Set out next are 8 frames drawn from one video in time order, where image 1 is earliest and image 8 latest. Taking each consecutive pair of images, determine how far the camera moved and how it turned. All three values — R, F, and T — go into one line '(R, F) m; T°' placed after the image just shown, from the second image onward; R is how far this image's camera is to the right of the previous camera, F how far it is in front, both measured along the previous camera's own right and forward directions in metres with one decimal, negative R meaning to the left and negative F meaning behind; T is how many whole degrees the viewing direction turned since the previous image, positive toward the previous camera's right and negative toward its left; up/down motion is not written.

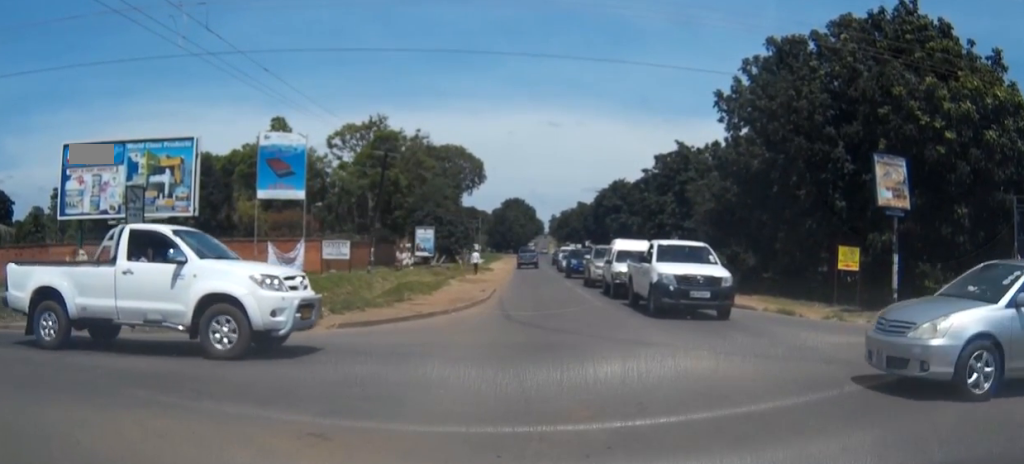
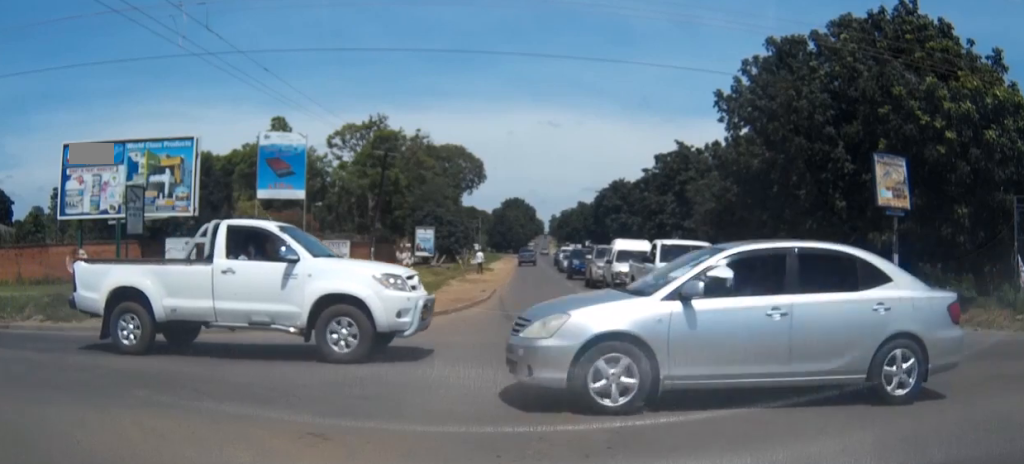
(0.0, 0.0) m; 0°
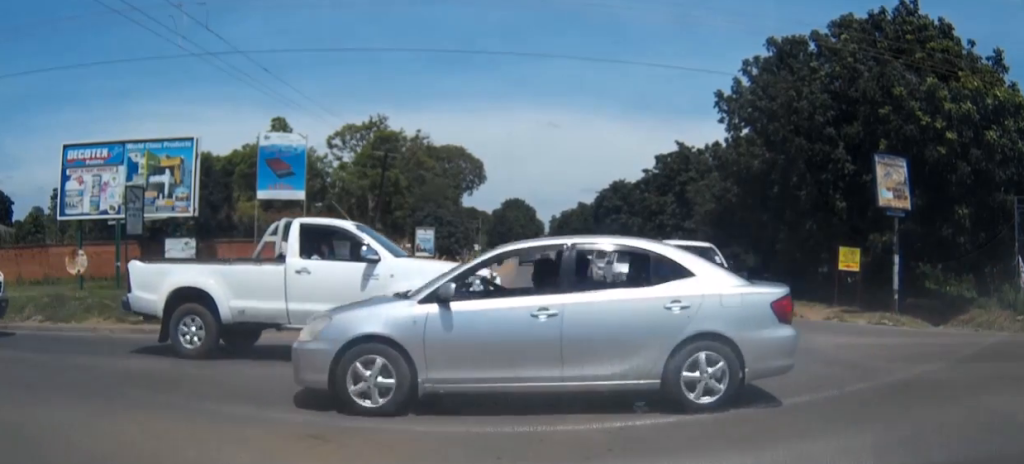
(0.0, 0.0) m; 0°
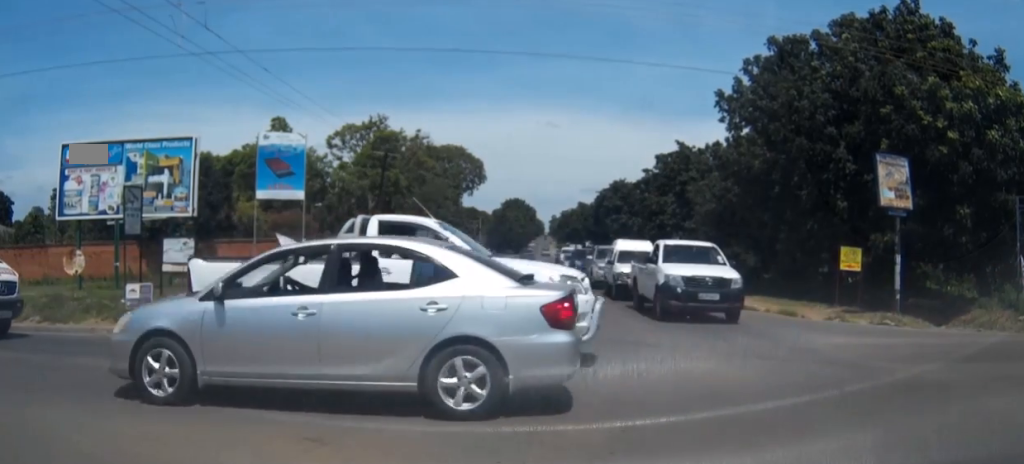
(0.0, 0.0) m; 0°
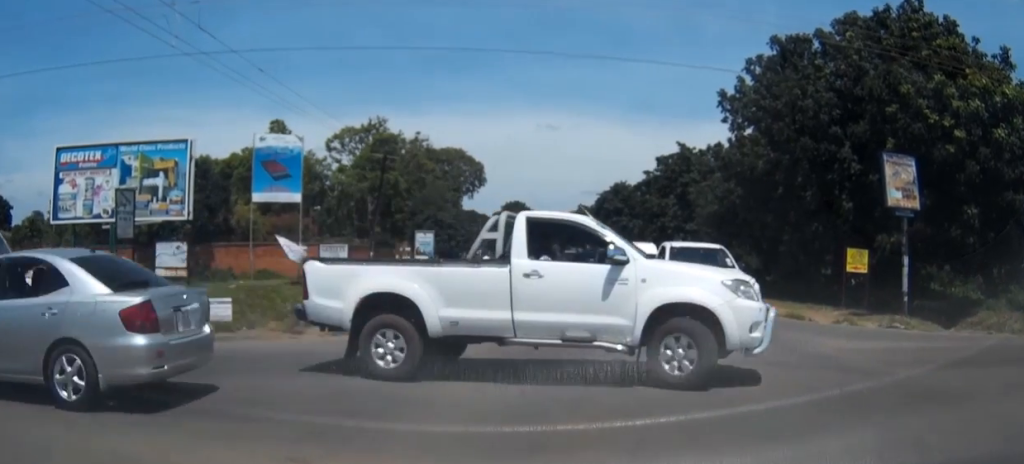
(+0.1, +0.3) m; 0°
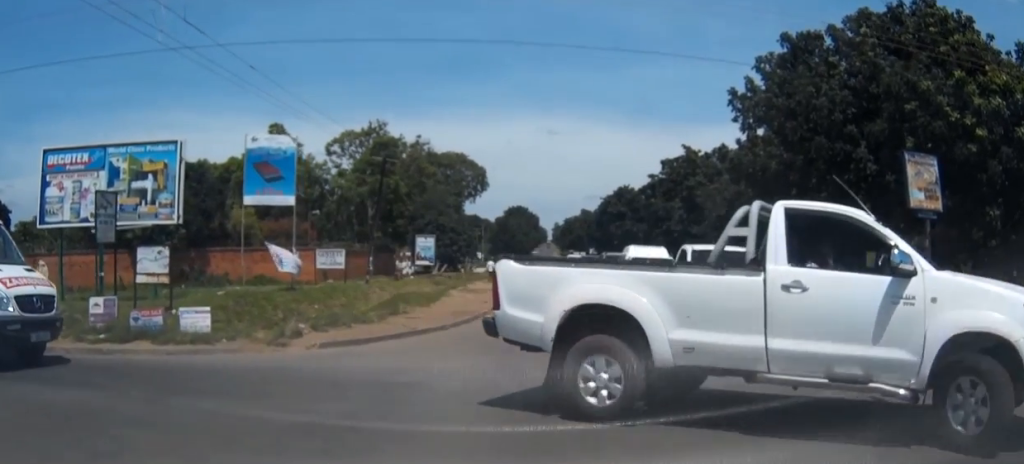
(+0.1, +0.8) m; +3°
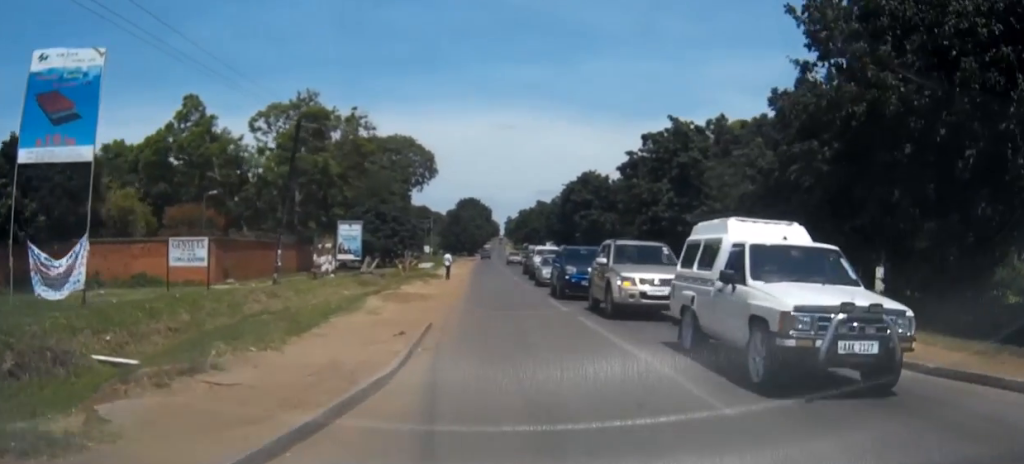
(+1.0, +8.8) m; +6°
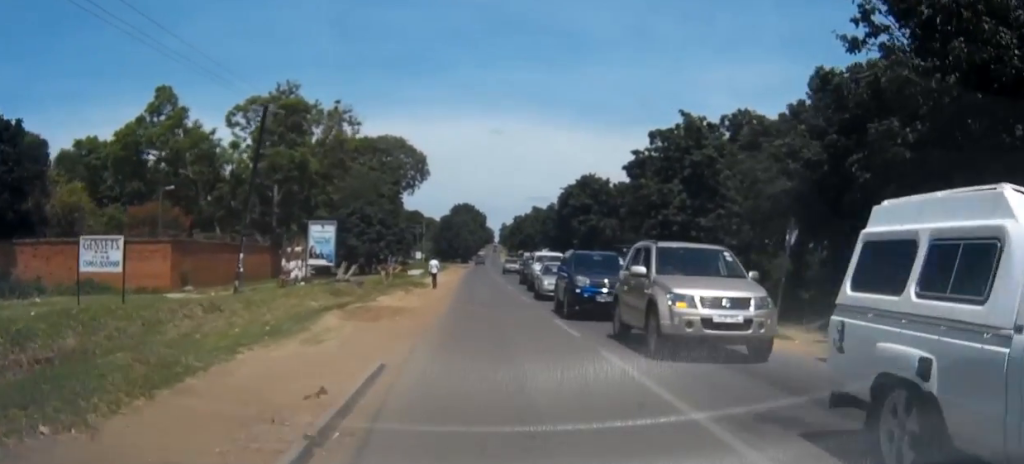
(0.0, +4.4) m; 0°
